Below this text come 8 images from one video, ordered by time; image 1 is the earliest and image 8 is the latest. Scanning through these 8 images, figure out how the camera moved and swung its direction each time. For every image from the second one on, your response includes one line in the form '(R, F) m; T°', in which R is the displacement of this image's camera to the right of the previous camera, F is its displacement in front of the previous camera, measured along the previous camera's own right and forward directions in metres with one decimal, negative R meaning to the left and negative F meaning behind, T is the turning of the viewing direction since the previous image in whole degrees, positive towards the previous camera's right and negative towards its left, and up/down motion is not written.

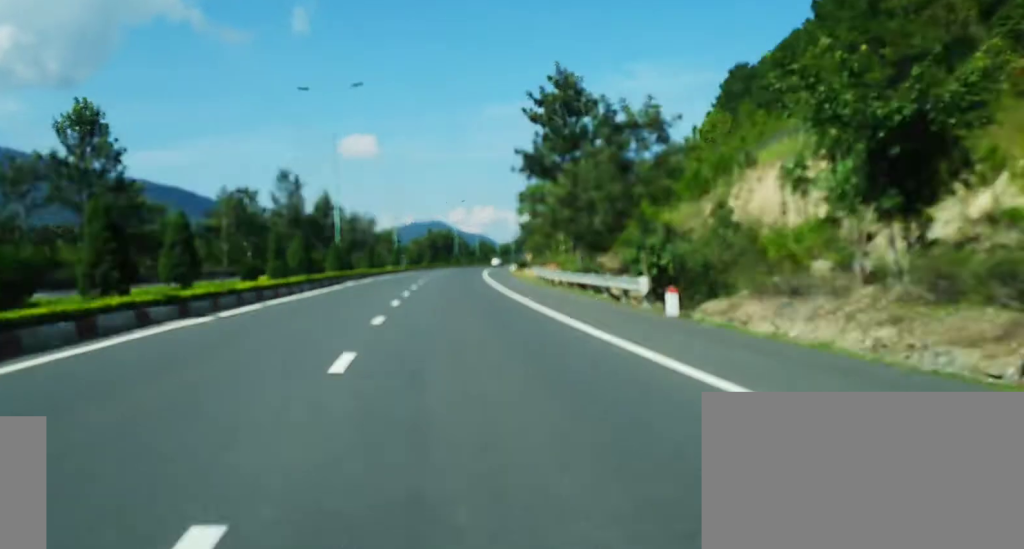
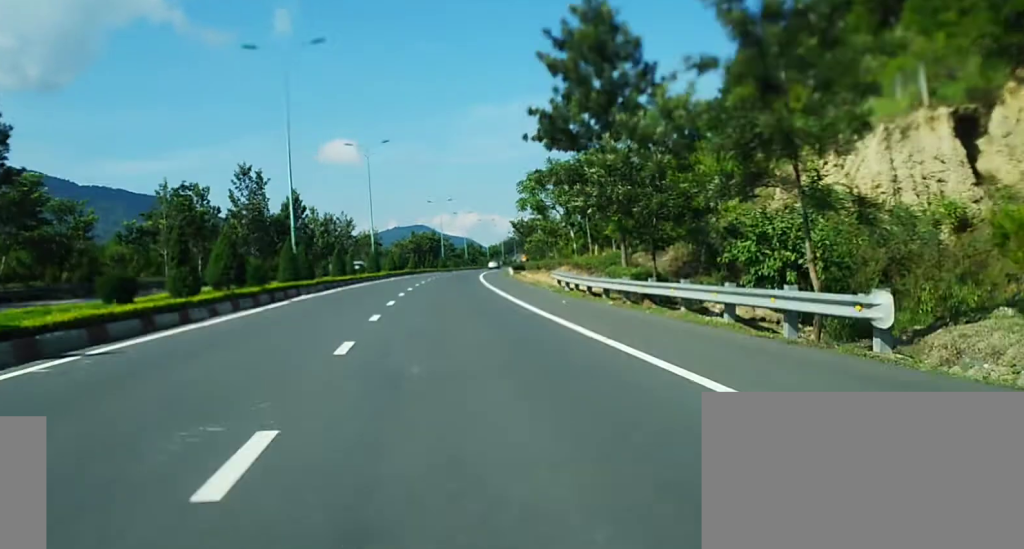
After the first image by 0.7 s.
(+0.2, +13.7) m; +1°
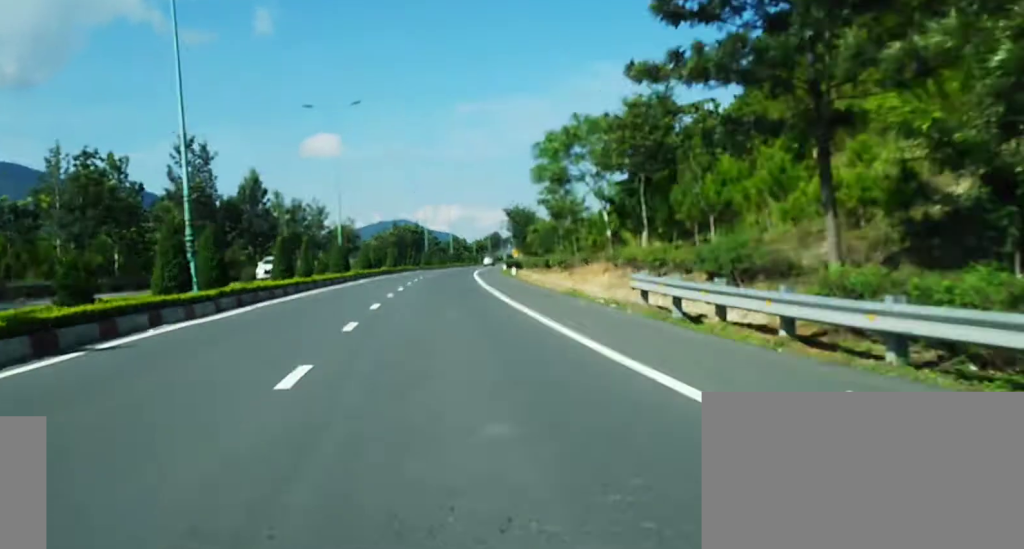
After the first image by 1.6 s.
(+0.1, +19.2) m; +1°
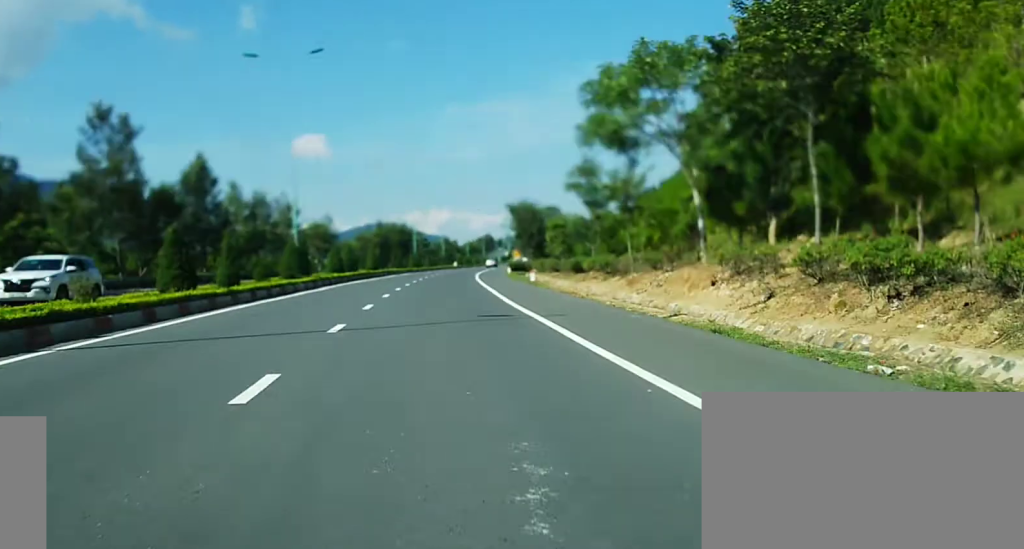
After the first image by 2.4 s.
(+0.1, +16.5) m; +1°
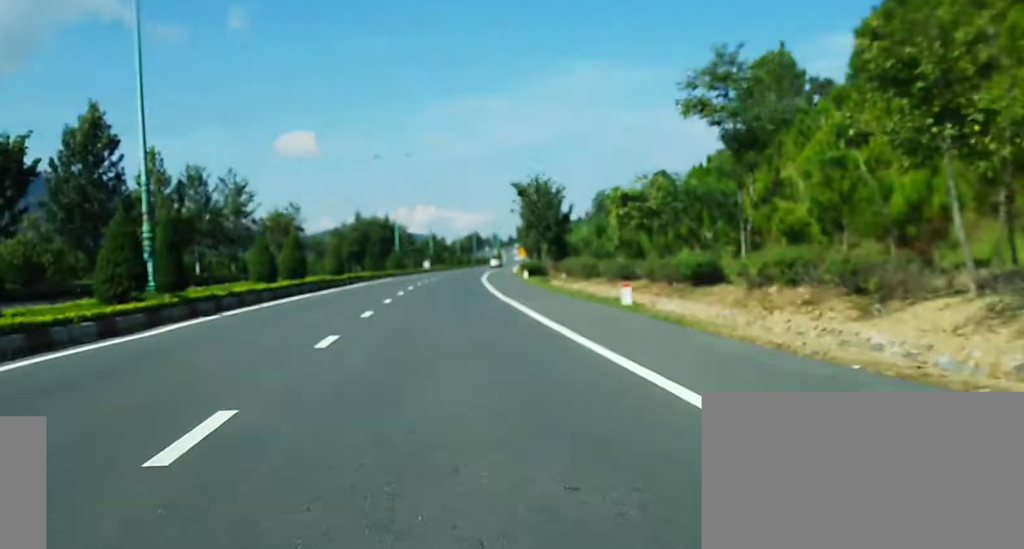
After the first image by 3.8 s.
(+0.4, +27.4) m; +1°
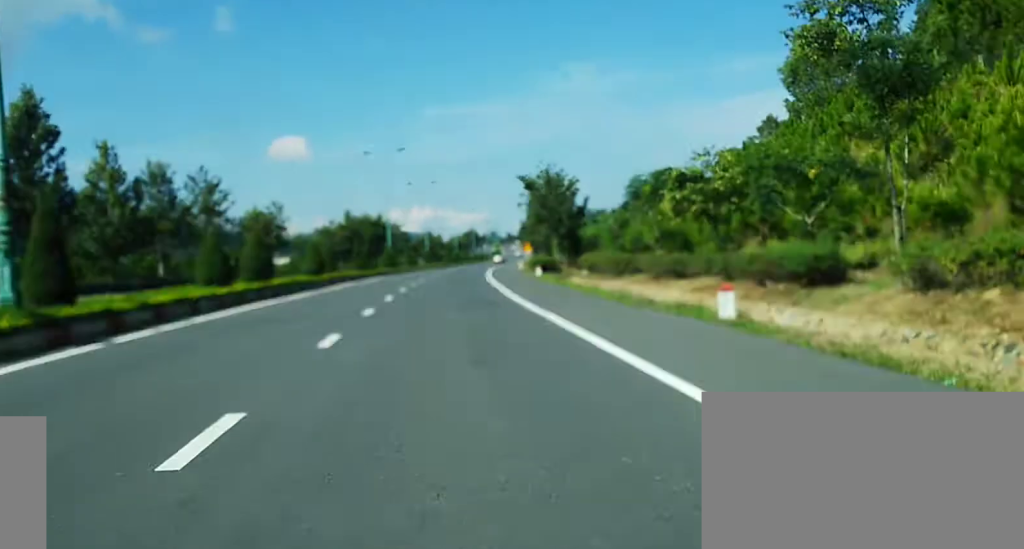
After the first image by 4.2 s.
(0.0, +8.1) m; 0°
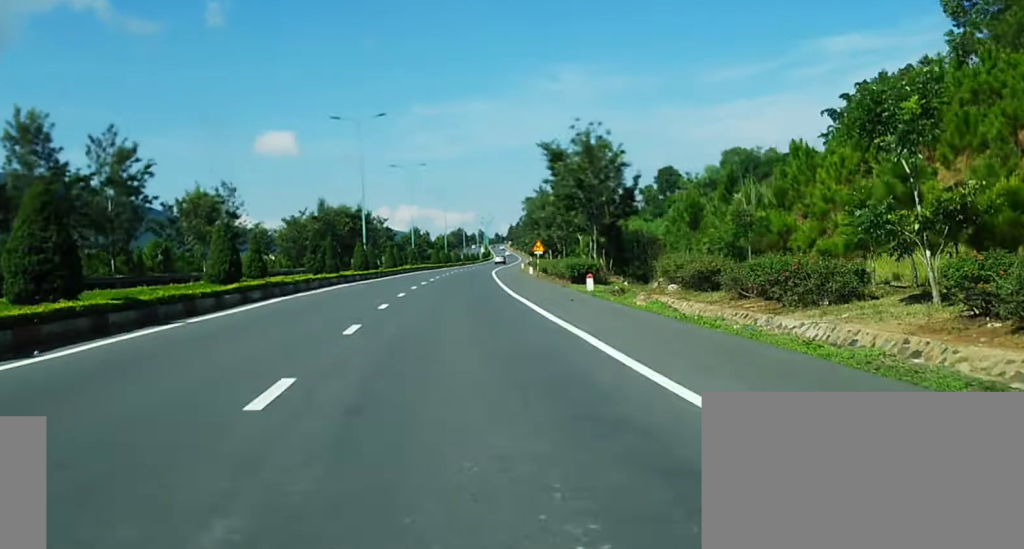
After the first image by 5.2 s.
(+0.1, +21.7) m; +1°
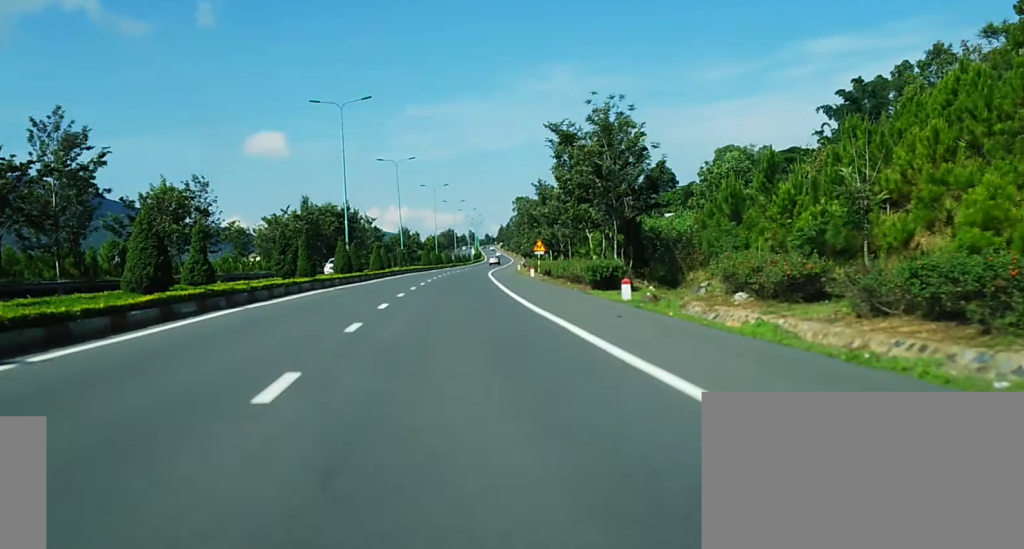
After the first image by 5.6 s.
(0.0, +8.1) m; +1°
